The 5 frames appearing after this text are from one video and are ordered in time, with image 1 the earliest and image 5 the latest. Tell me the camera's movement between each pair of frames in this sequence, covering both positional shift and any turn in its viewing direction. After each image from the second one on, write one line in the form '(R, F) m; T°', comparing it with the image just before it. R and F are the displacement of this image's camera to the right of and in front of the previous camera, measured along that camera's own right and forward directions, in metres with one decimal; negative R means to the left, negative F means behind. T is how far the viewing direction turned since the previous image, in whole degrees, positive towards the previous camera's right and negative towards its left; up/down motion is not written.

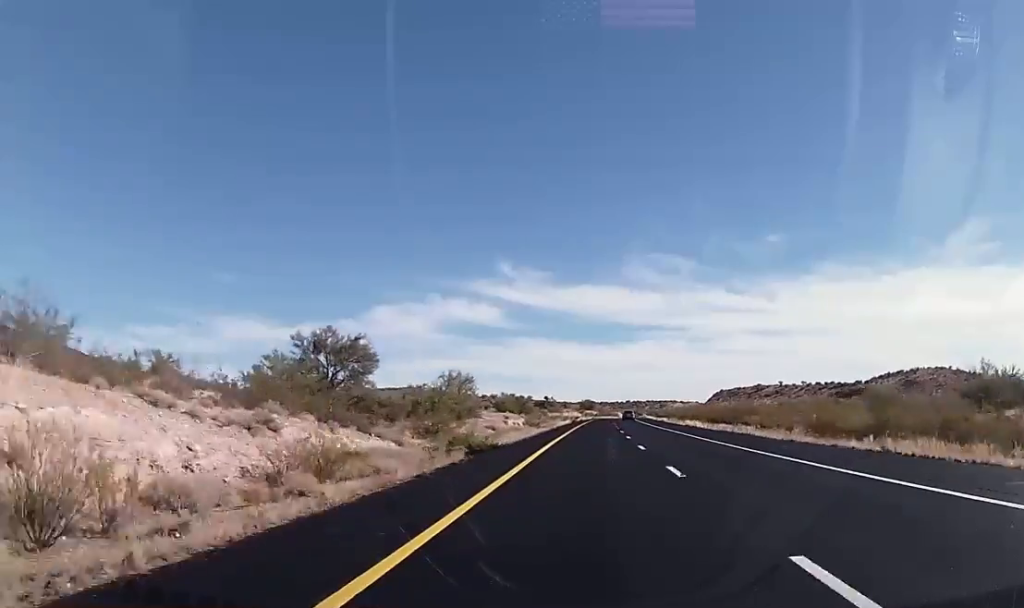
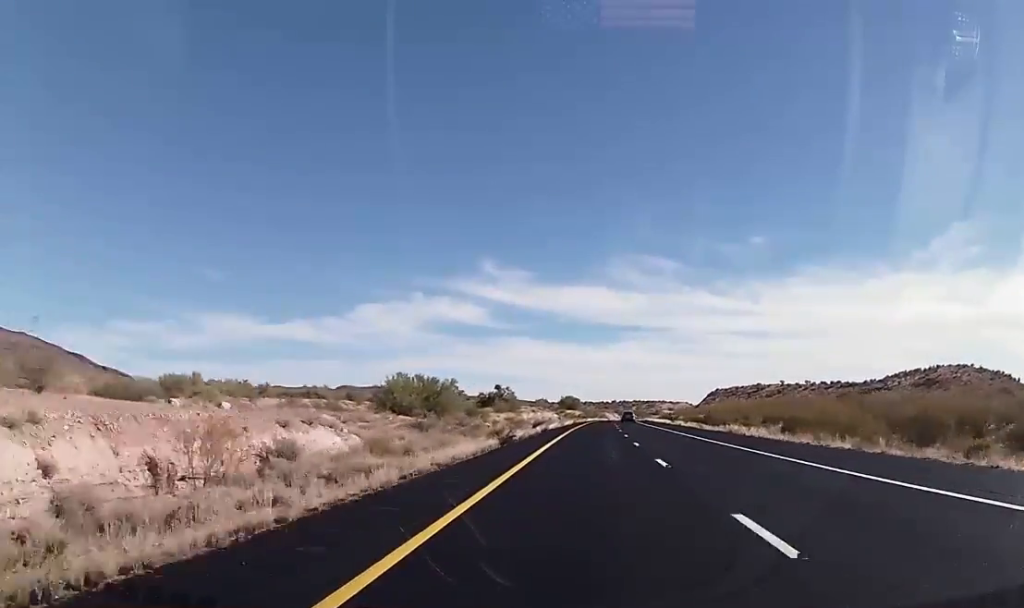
(+0.5, +69.7) m; +1°
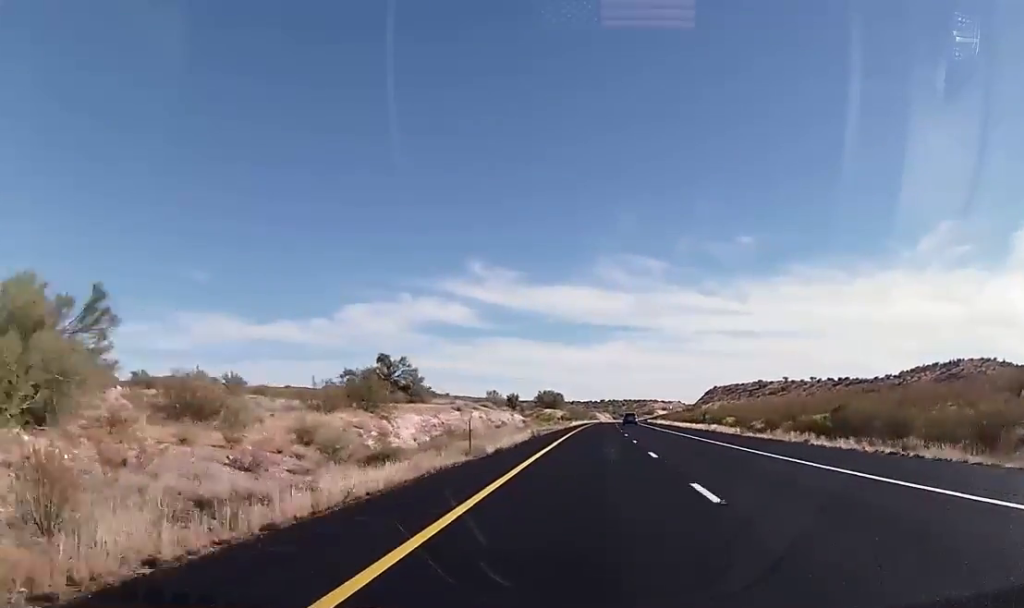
(+0.5, +56.1) m; +1°
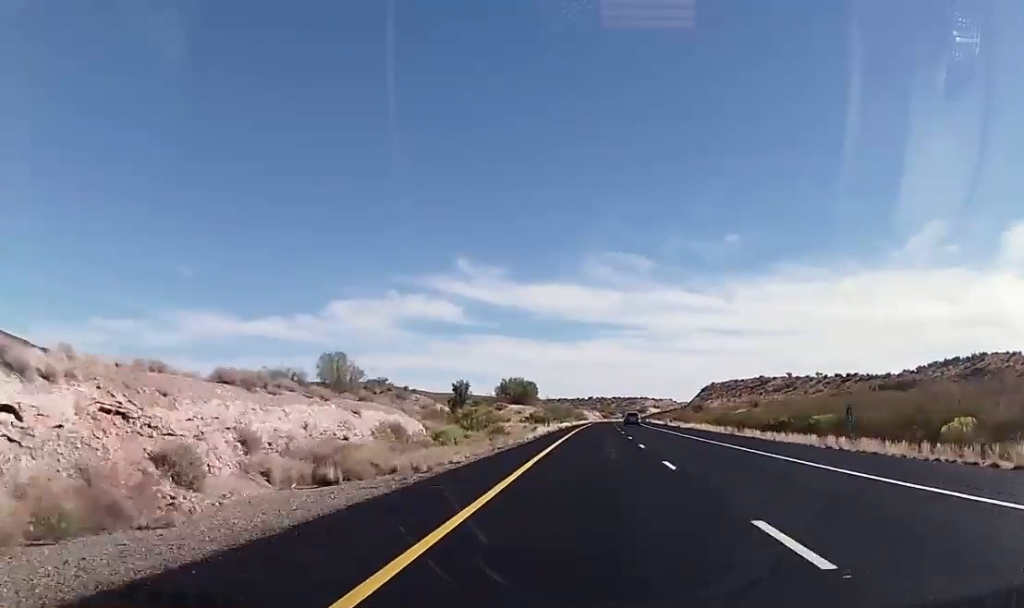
(+0.7, +53.5) m; +1°
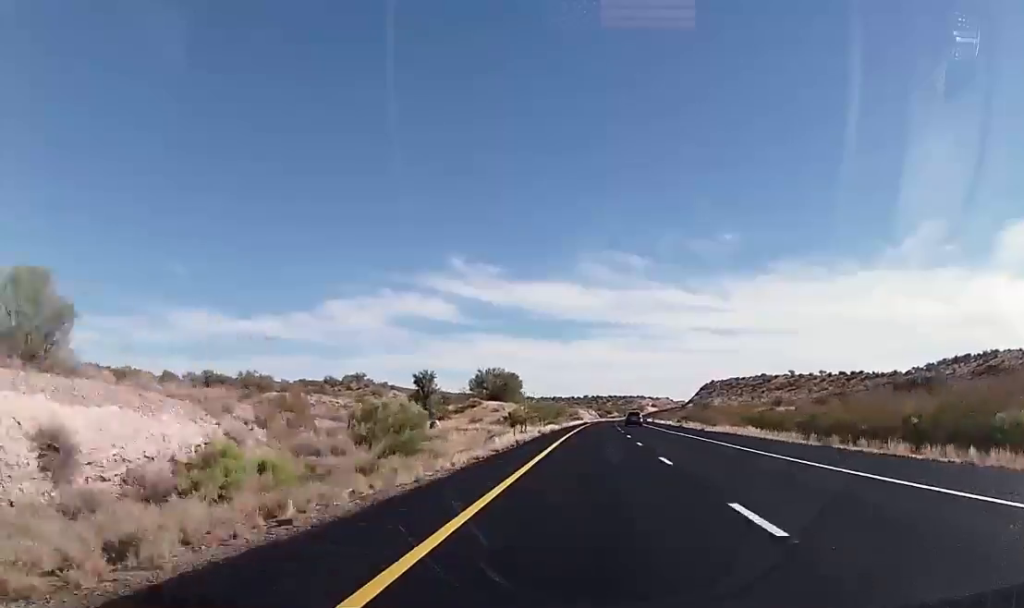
(0.0, +22.3) m; 0°
